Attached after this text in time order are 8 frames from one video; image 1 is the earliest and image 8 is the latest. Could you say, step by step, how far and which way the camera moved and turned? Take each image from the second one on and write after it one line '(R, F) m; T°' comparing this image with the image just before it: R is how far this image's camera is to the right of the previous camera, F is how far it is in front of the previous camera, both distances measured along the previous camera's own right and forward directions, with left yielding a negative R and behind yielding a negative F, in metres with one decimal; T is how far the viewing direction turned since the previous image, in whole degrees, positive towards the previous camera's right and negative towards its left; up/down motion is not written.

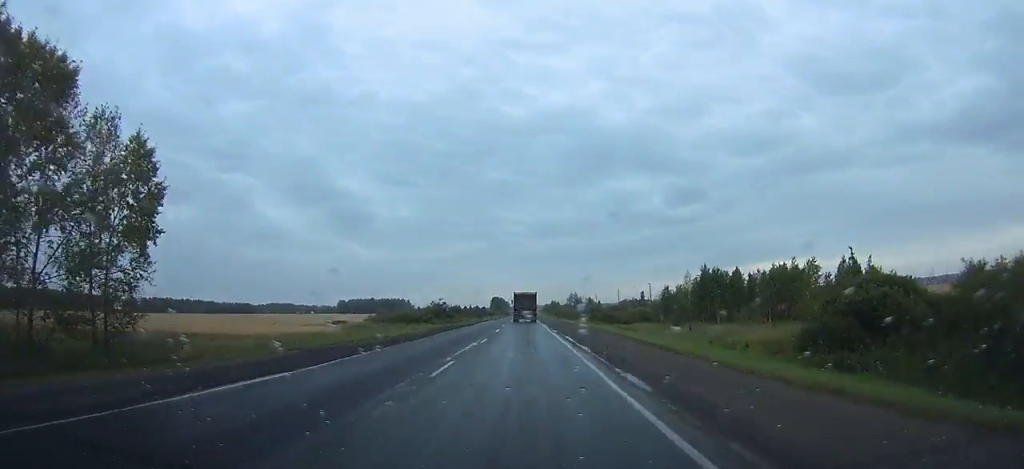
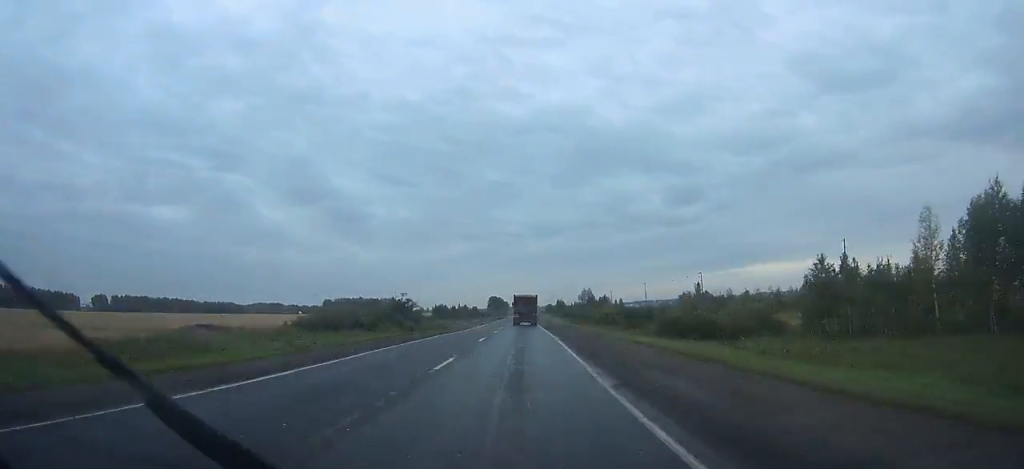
(+0.1, +57.8) m; 0°
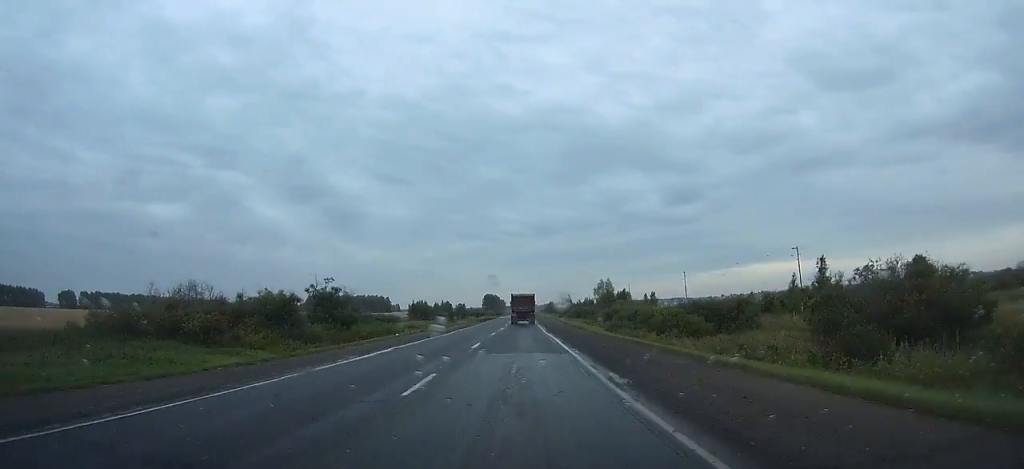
(0.0, +51.9) m; 0°
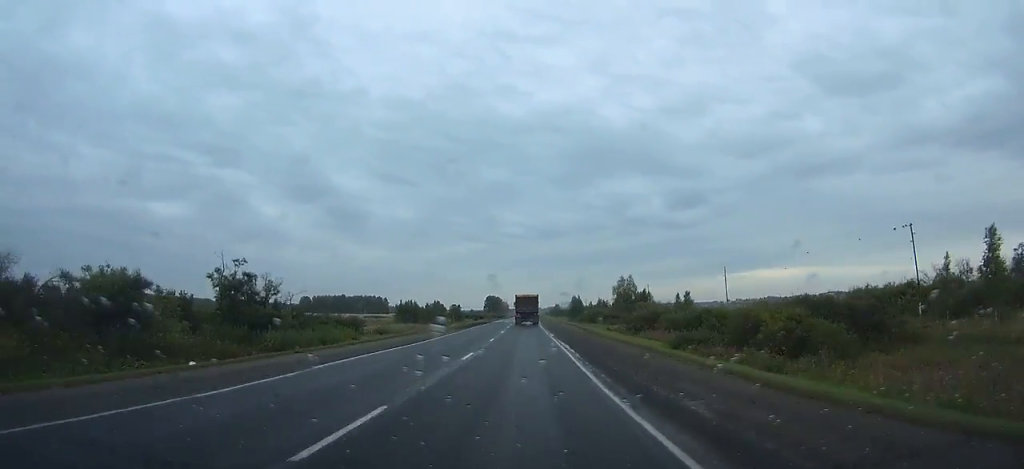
(0.0, +28.0) m; 0°
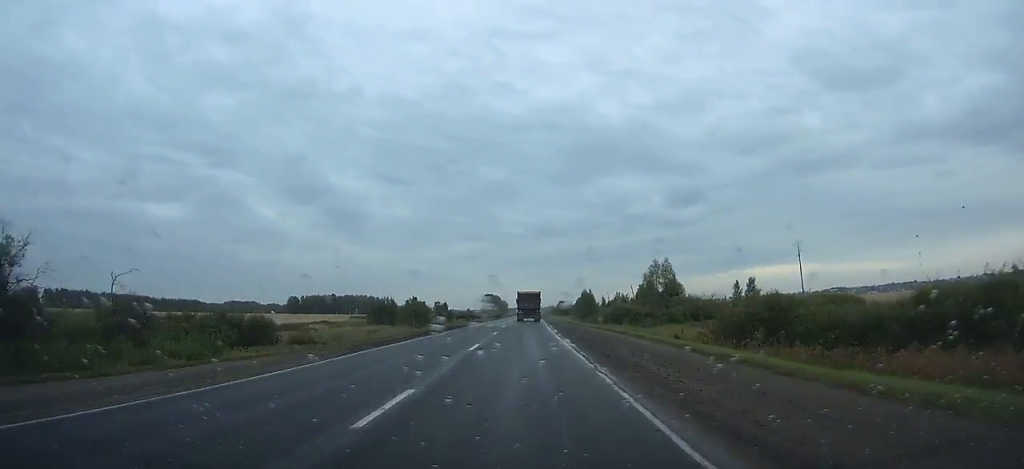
(+0.1, +34.2) m; 0°
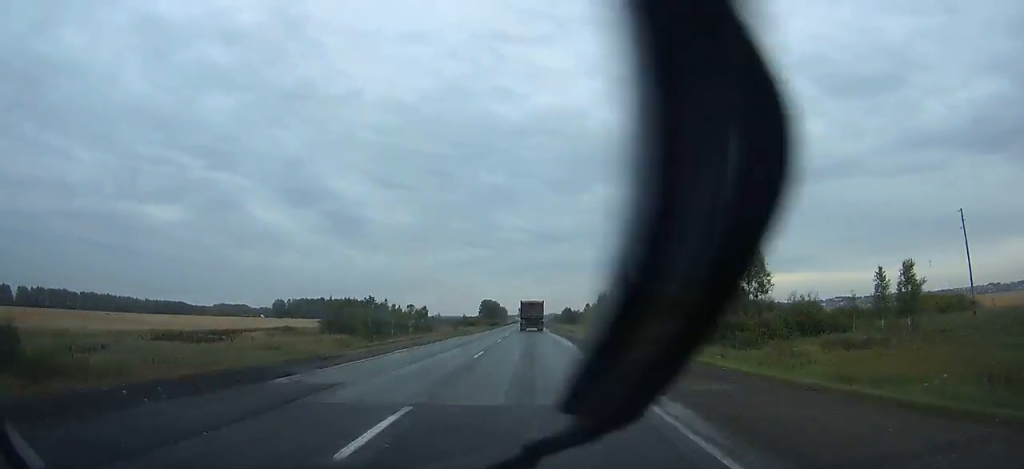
(+0.1, +36.4) m; 0°
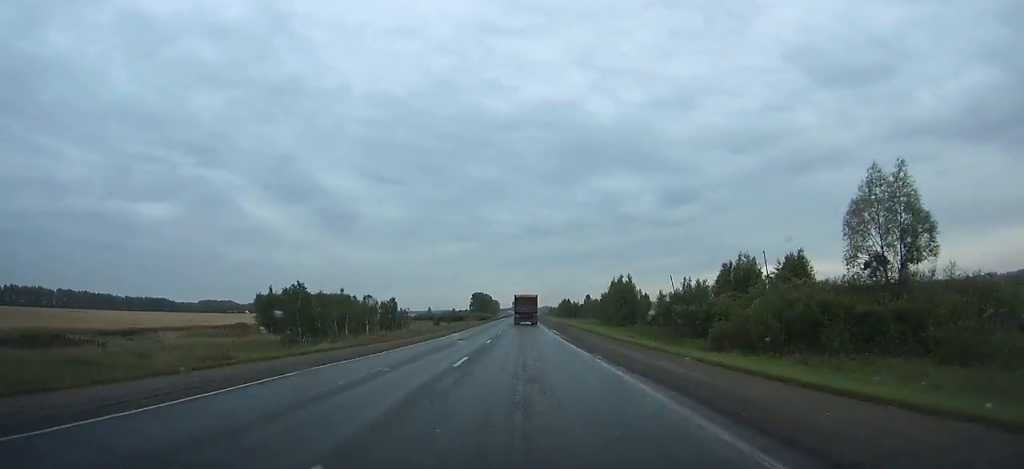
(+0.1, +26.5) m; 0°
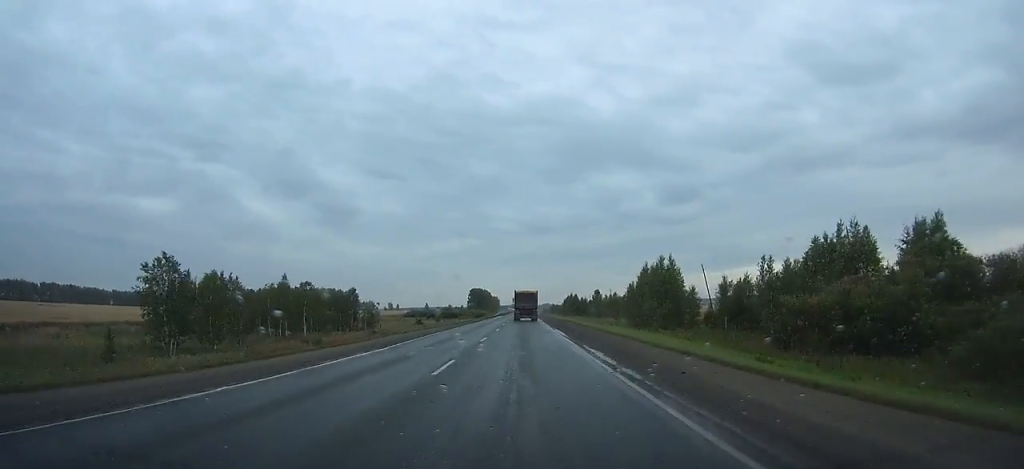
(+0.1, +26.6) m; 0°
